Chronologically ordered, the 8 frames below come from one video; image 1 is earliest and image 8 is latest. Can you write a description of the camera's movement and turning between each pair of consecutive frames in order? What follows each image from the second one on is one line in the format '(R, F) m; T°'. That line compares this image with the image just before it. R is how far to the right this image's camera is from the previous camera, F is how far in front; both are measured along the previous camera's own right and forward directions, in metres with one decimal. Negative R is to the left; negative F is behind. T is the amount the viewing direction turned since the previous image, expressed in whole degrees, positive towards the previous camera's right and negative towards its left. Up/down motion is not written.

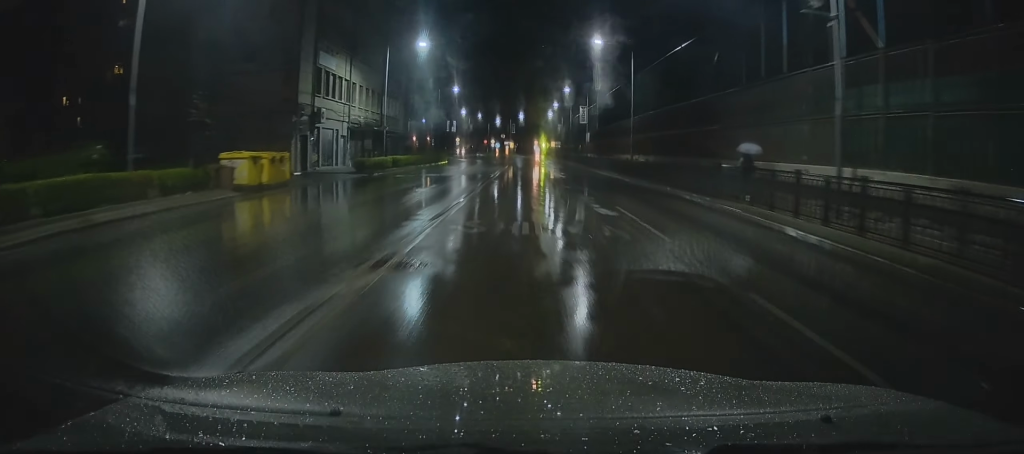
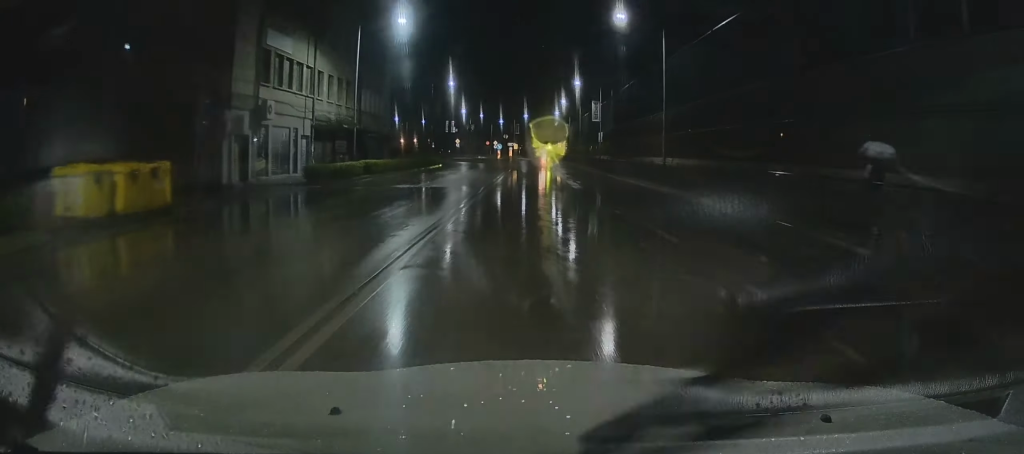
(0.0, +9.1) m; 0°
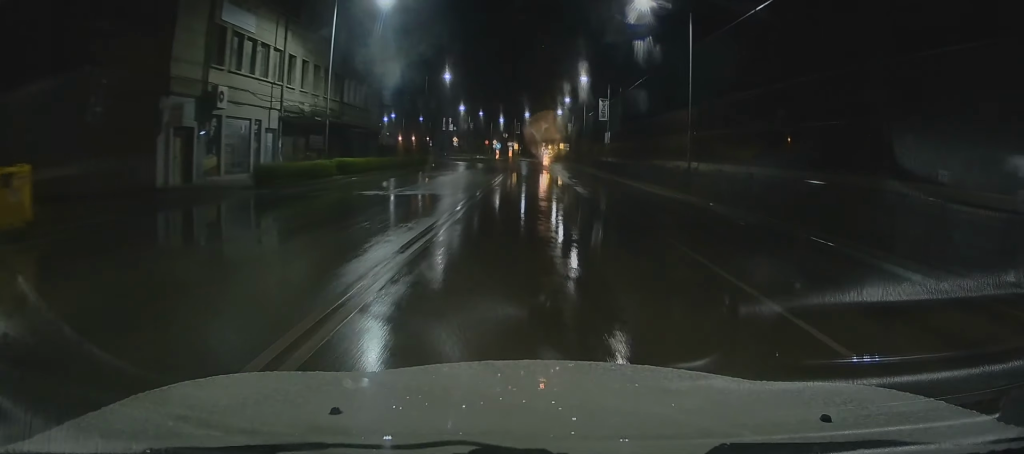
(+0.1, +5.4) m; 0°
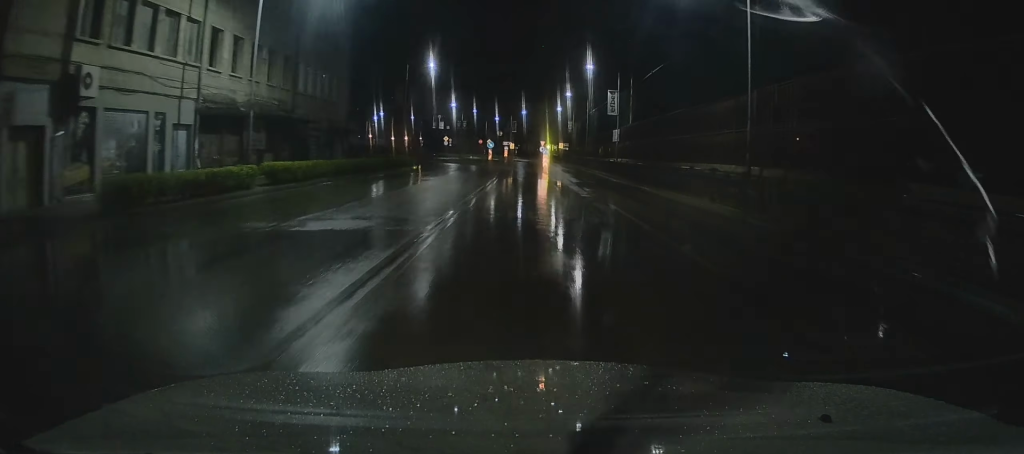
(0.0, +8.7) m; 0°
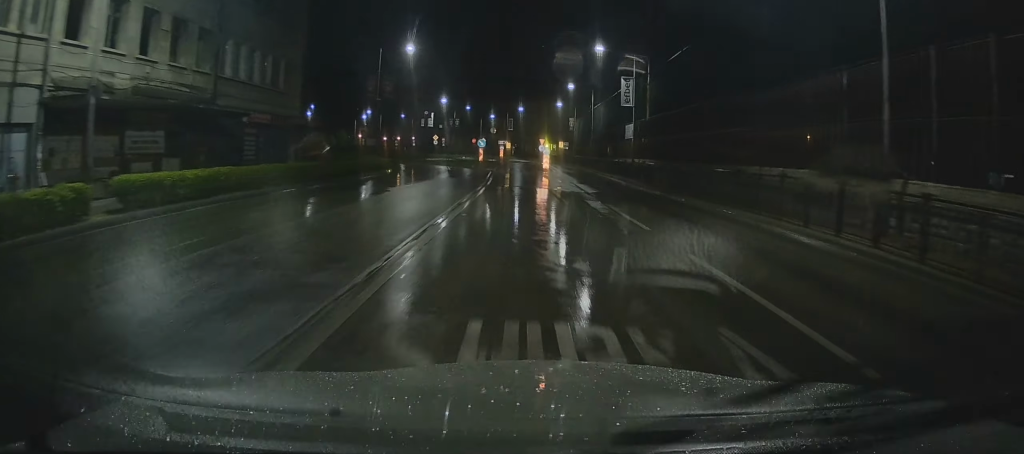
(0.0, +9.1) m; +1°
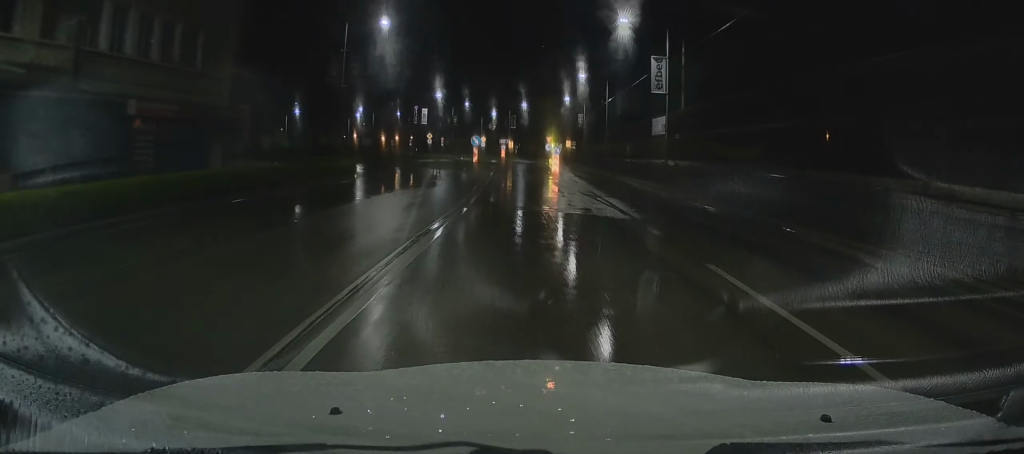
(+0.1, +9.4) m; +1°
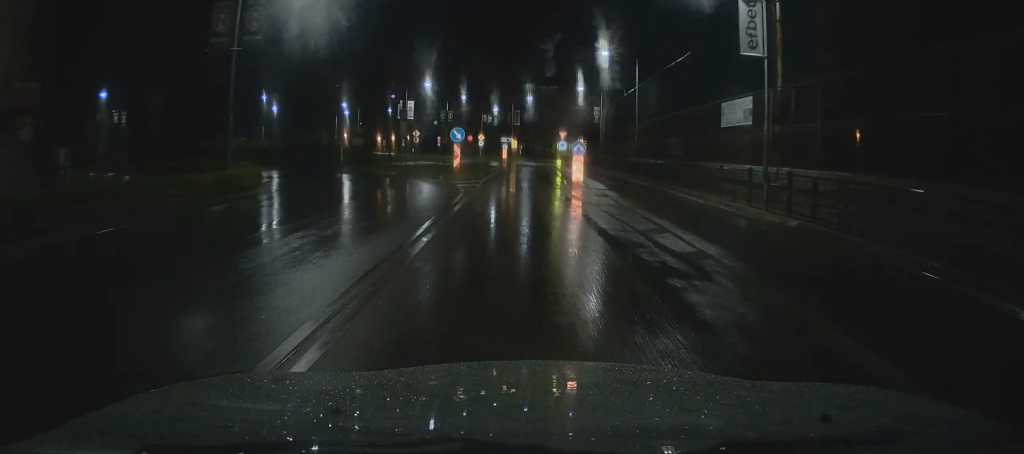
(0.0, +13.9) m; -2°
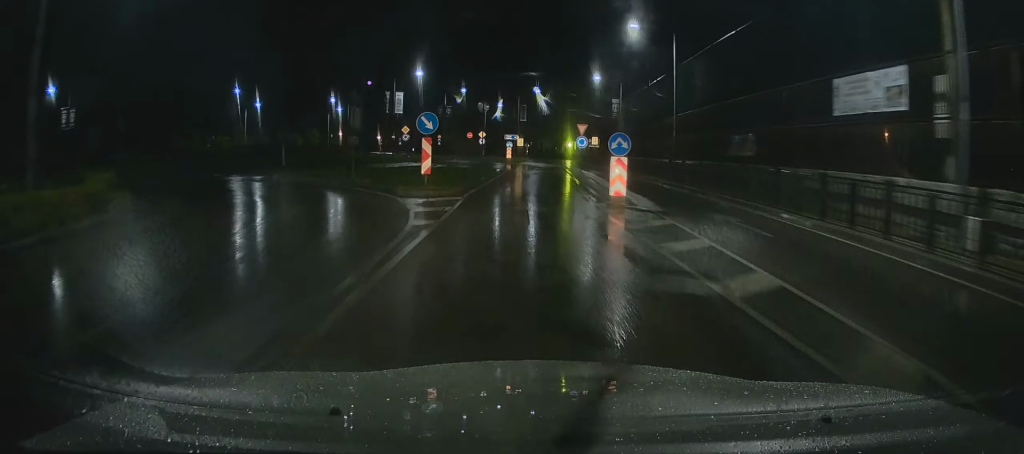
(-0.2, +10.2) m; -2°
